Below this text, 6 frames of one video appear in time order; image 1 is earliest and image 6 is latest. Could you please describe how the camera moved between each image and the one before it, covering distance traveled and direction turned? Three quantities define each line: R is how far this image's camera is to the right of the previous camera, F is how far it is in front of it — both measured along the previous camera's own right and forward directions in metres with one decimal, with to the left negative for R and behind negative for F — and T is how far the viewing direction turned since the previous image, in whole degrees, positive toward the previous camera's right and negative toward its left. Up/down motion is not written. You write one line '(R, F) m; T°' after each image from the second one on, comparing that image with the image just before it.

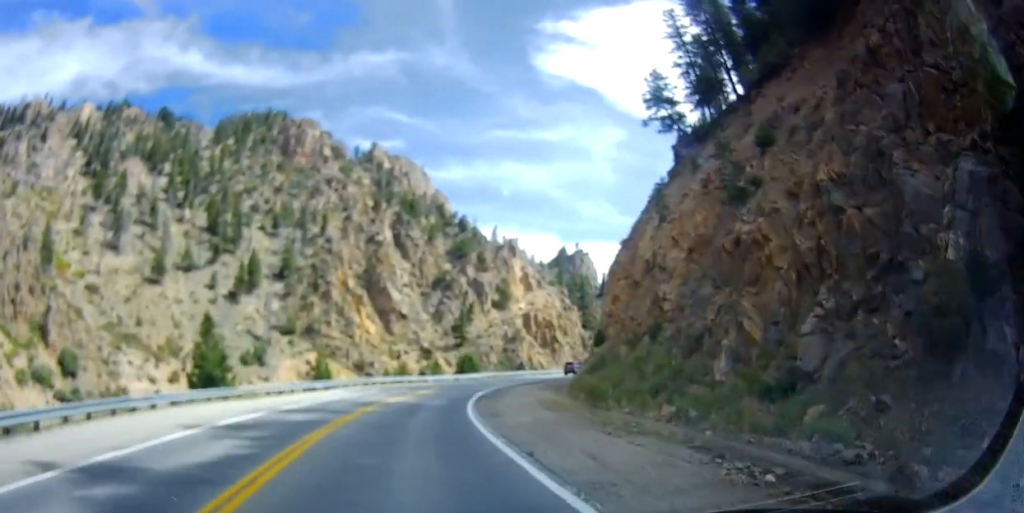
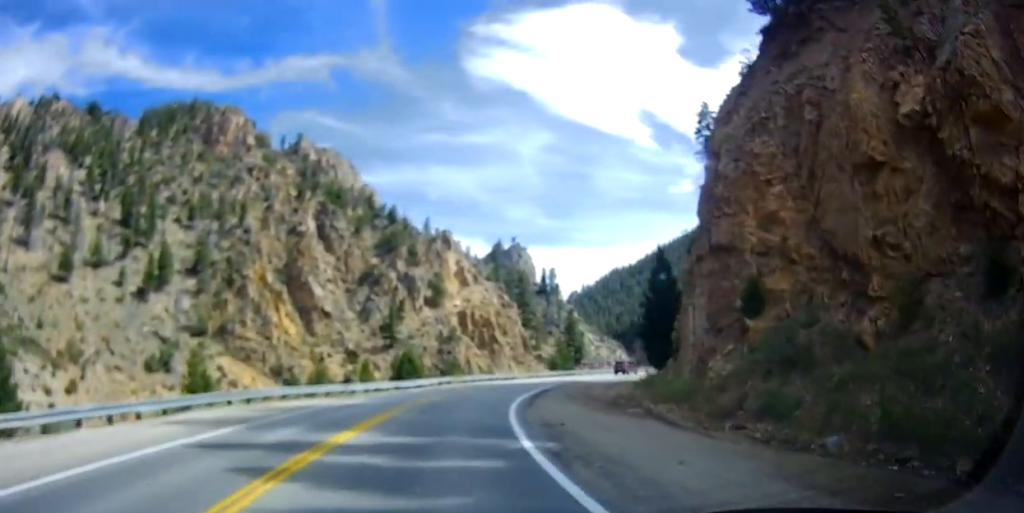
(+0.9, +23.7) m; +5°
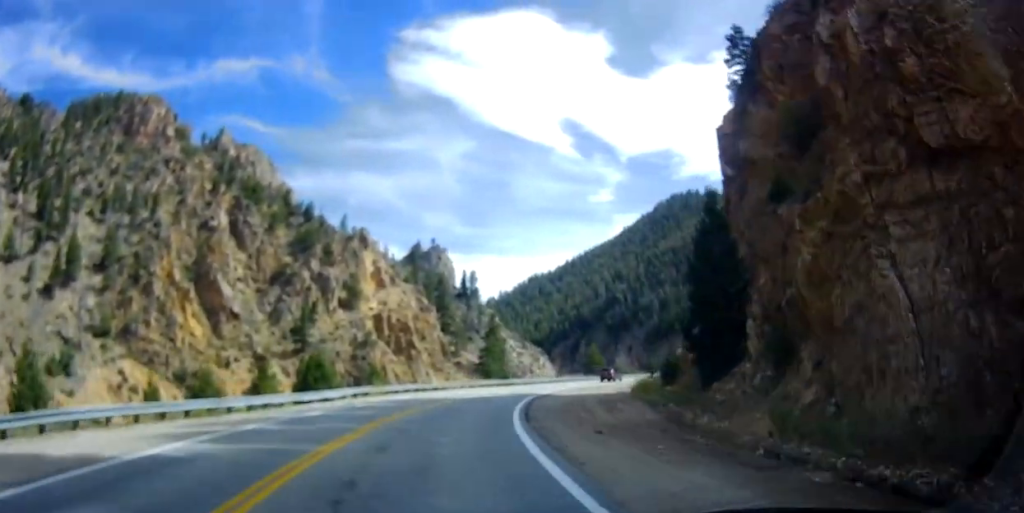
(+0.4, +13.9) m; +4°
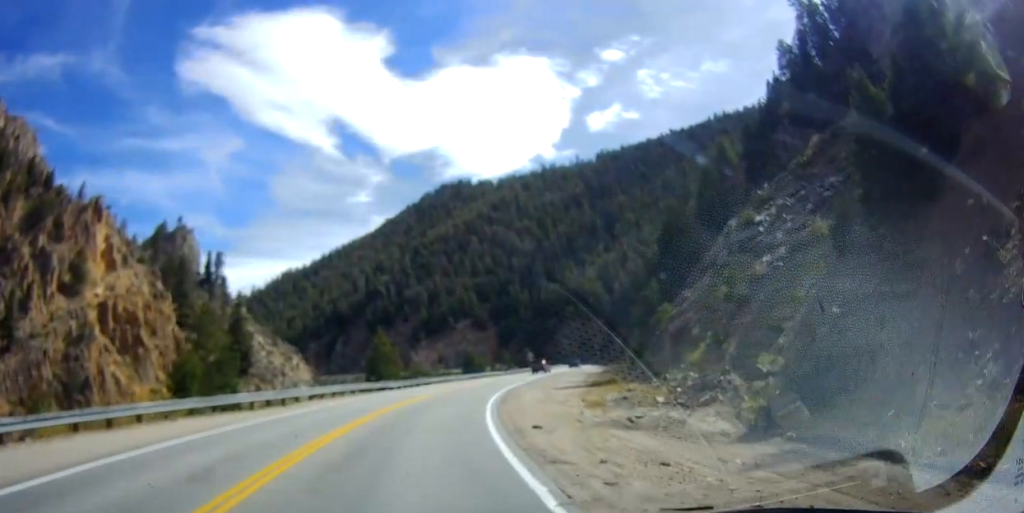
(+10.0, +43.2) m; +30°
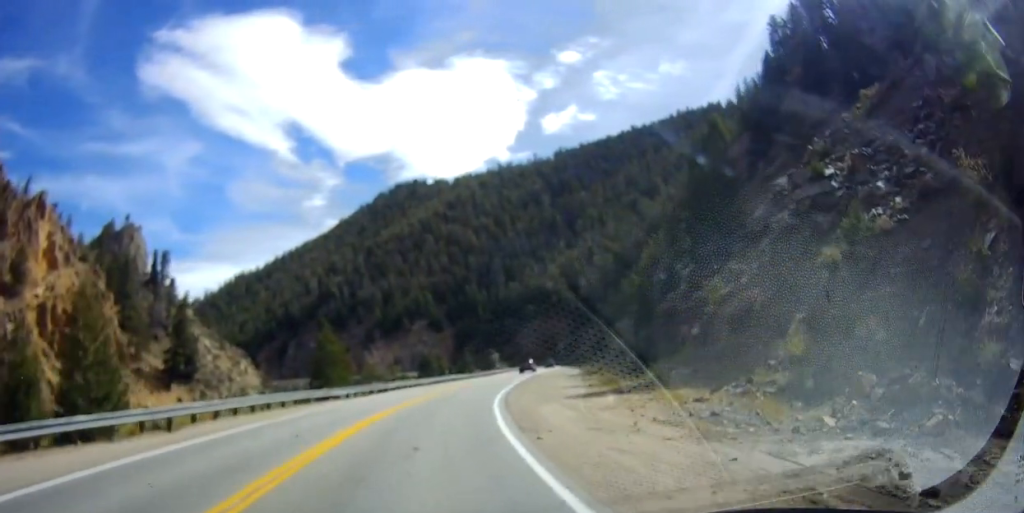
(+0.9, +12.4) m; +6°
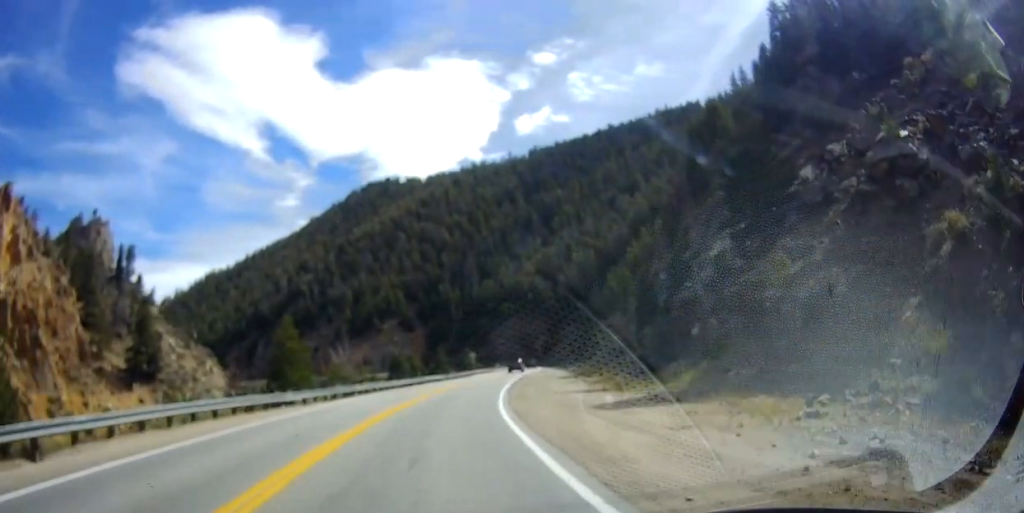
(0.0, +8.4) m; +3°
